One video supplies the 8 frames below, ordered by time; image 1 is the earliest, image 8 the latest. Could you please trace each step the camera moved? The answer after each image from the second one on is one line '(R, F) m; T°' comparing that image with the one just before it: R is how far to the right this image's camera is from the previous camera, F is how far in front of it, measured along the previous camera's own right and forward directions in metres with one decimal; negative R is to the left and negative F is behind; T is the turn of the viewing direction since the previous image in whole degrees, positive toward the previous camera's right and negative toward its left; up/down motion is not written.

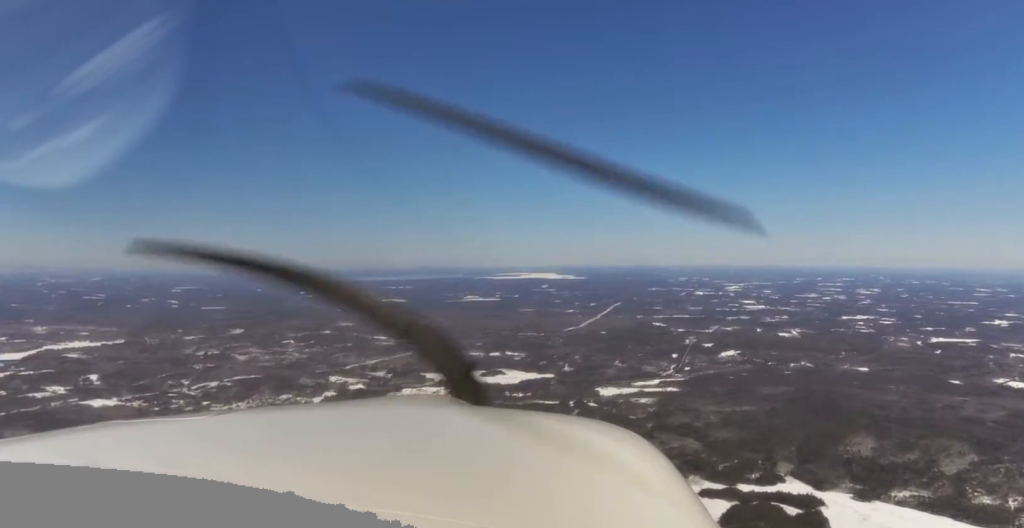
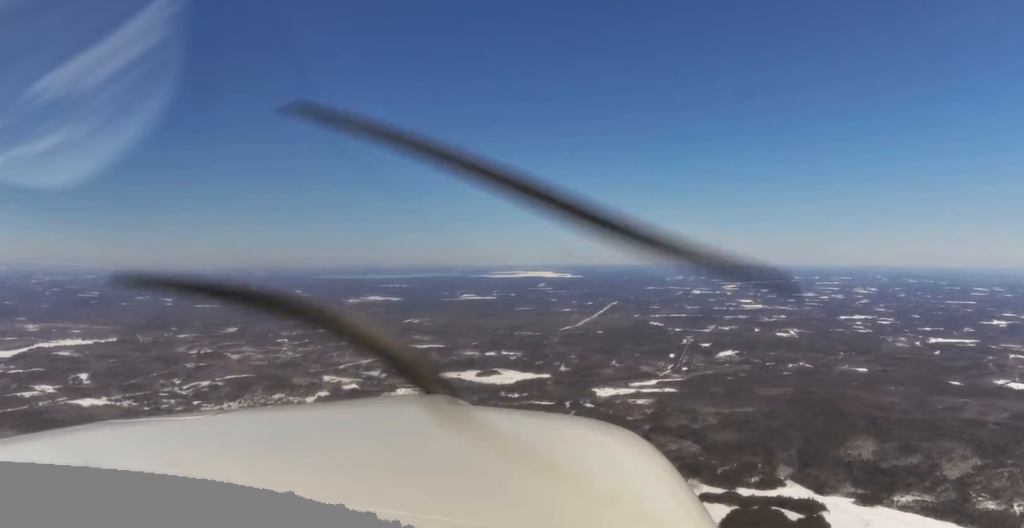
(0.0, +58.5) m; 0°
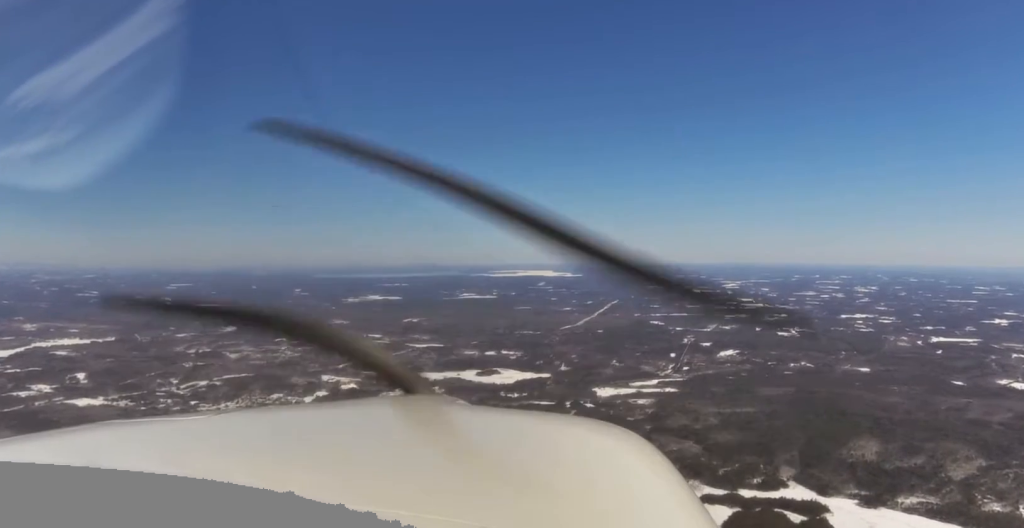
(+0.2, +38.2) m; 0°
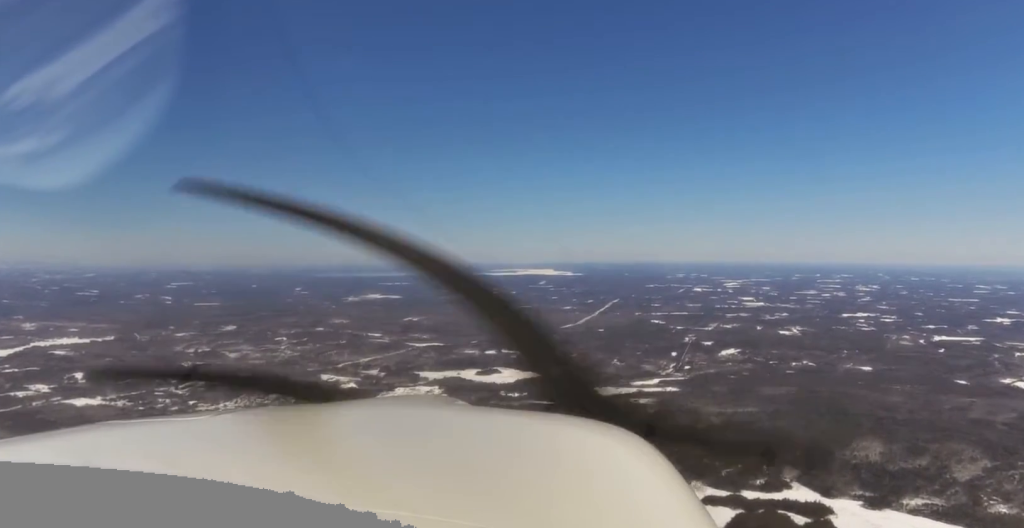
(-0.2, +31.3) m; +1°
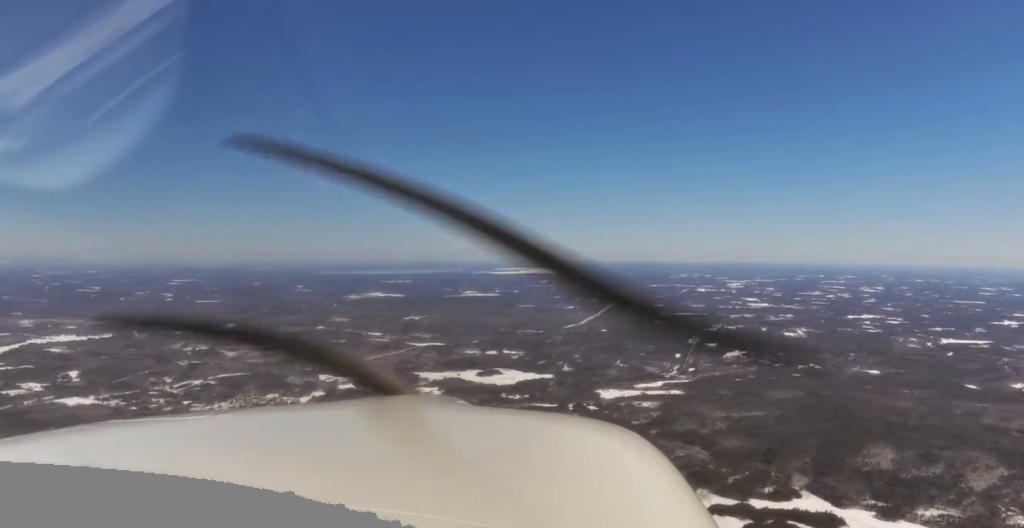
(+2.0, +98.1) m; +3°
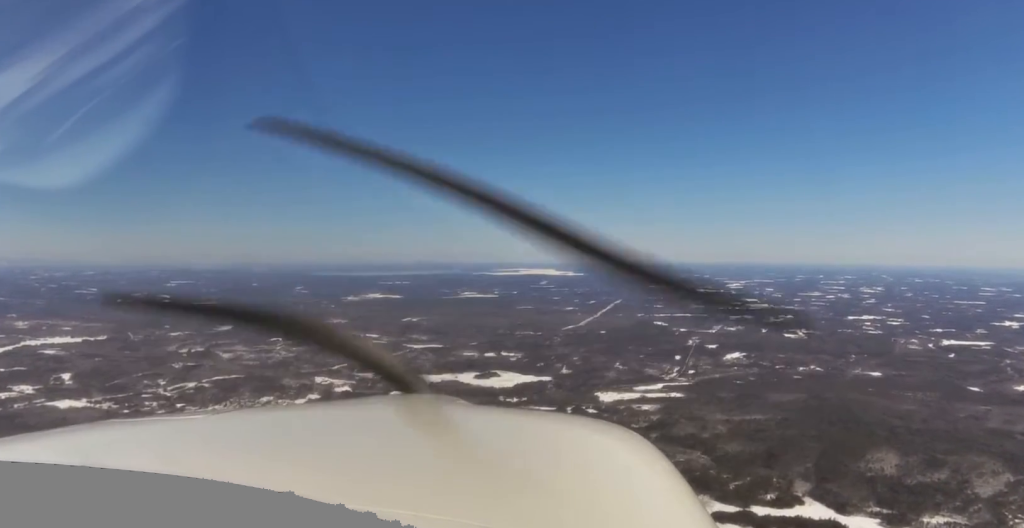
(+0.7, +55.5) m; 0°
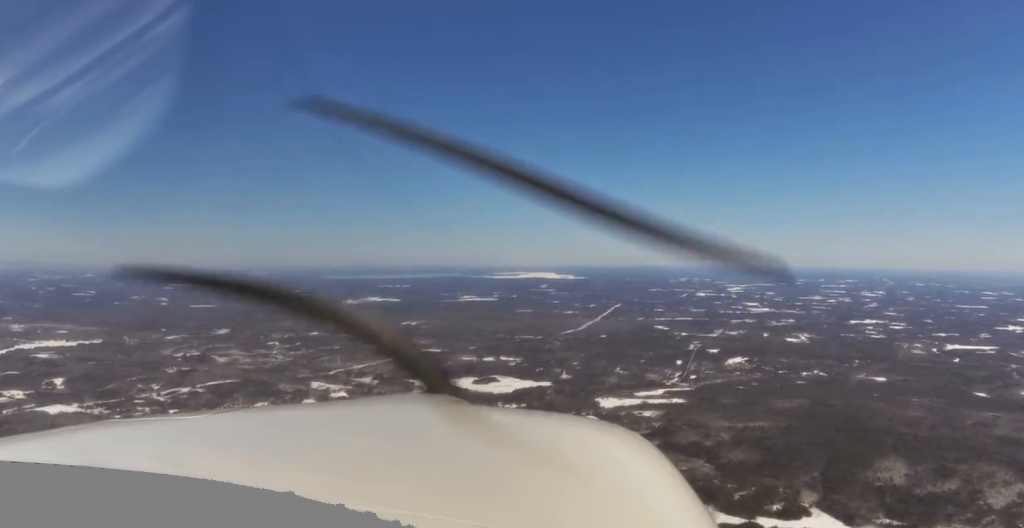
(-0.5, +77.9) m; -1°
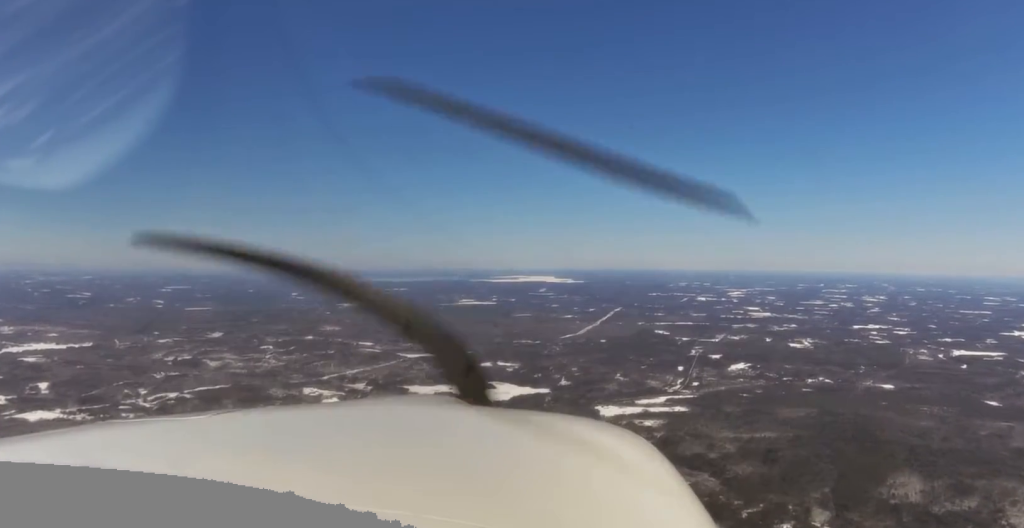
(+1.4, +142.8) m; +1°
